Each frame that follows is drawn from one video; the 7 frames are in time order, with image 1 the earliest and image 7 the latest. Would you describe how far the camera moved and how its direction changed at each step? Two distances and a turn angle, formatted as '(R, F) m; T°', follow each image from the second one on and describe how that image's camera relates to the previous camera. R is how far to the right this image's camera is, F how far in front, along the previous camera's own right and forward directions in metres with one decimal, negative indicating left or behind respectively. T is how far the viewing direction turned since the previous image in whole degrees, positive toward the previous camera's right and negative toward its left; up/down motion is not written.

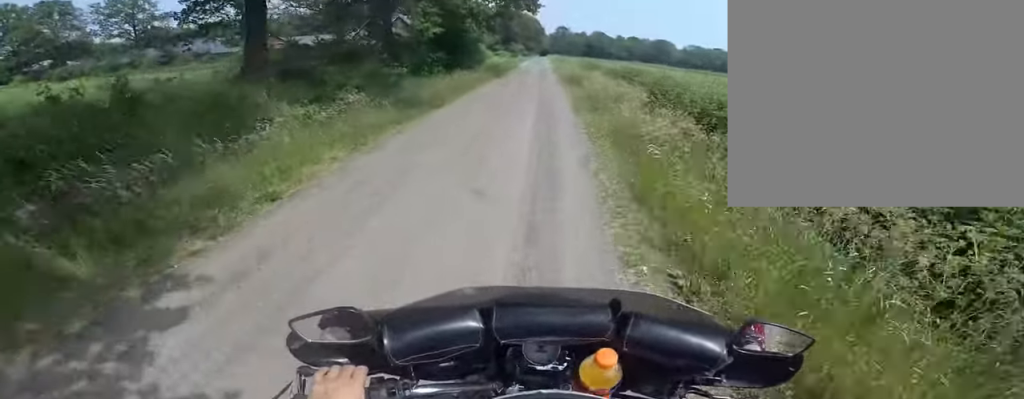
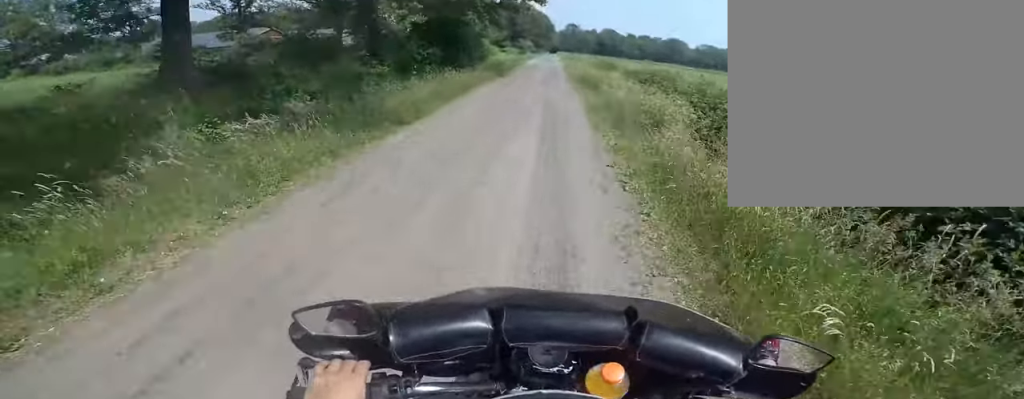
(0.0, +2.5) m; -1°
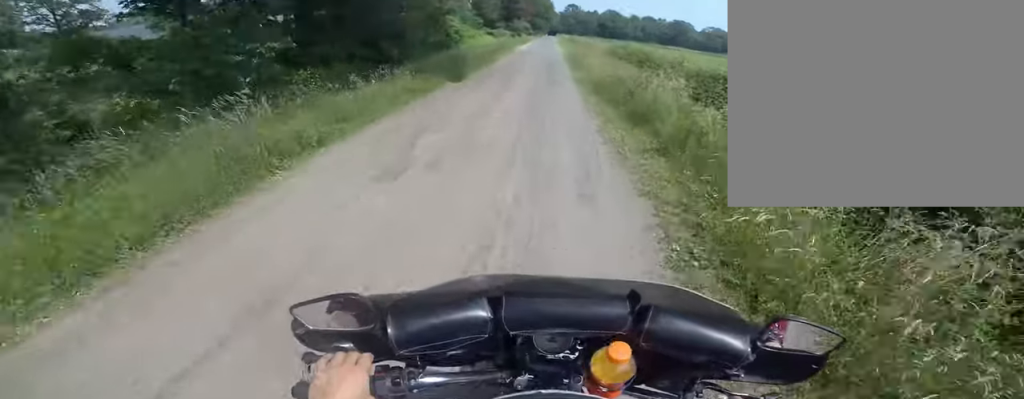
(0.0, +8.2) m; 0°
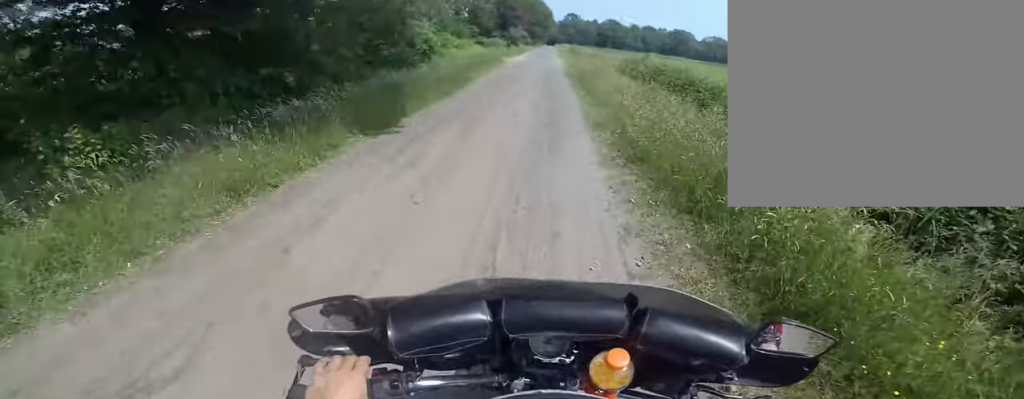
(0.0, +4.7) m; 0°
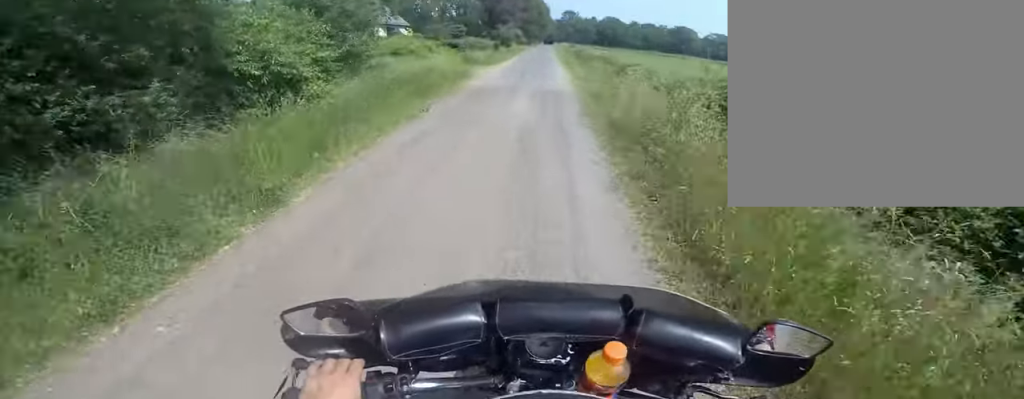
(-0.8, +9.2) m; -9°
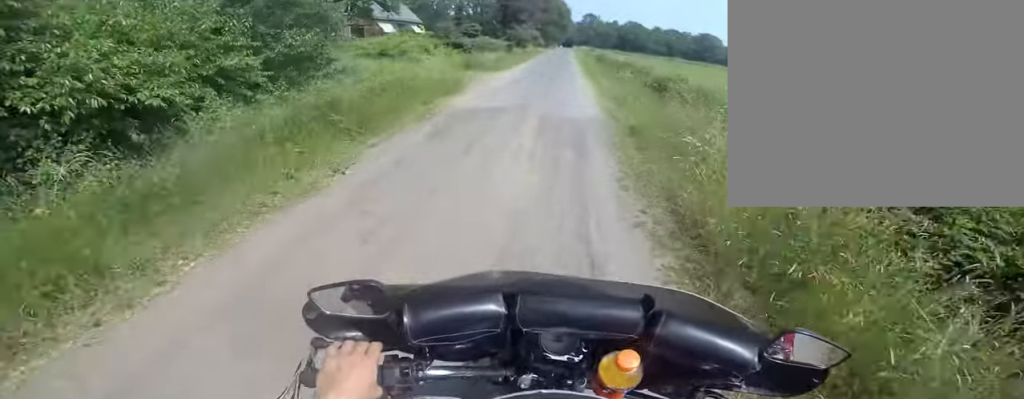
(-0.3, +3.6) m; -1°
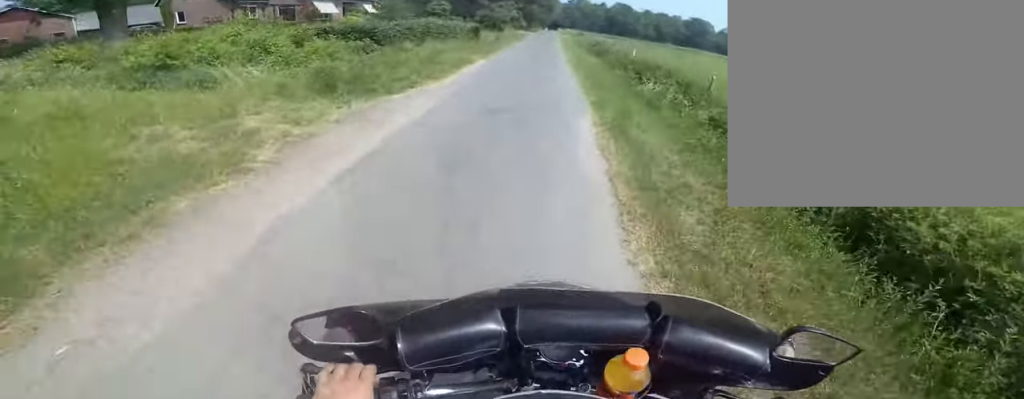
(+1.0, +8.9) m; +9°
